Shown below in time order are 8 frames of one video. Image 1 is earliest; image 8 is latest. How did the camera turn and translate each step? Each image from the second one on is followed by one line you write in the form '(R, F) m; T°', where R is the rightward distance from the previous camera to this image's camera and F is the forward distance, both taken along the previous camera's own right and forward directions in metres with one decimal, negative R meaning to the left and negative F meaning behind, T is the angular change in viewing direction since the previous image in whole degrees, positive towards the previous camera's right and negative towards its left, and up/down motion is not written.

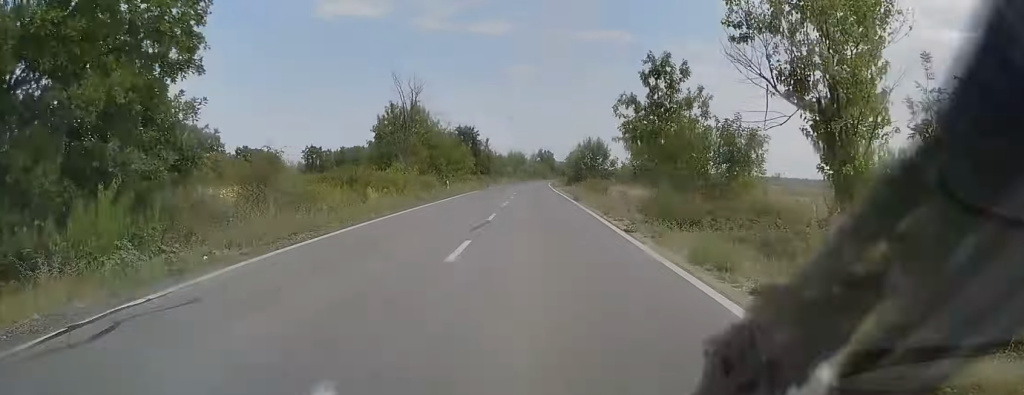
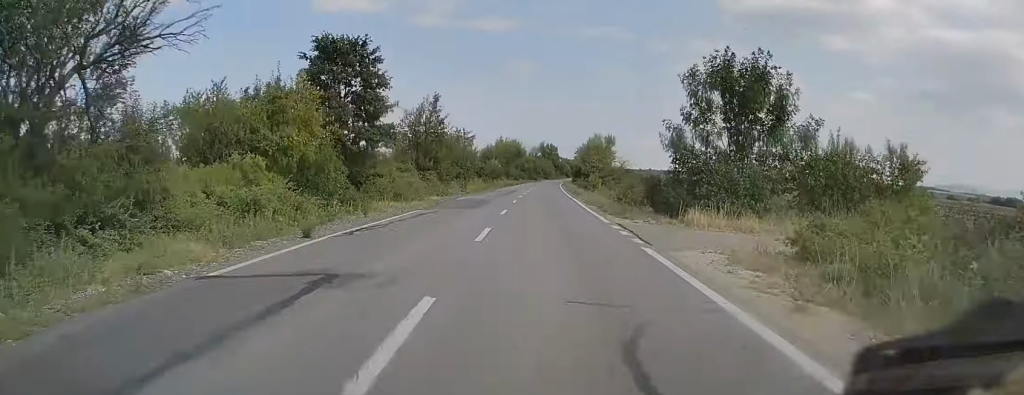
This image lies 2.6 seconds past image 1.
(+0.3, +60.1) m; 0°
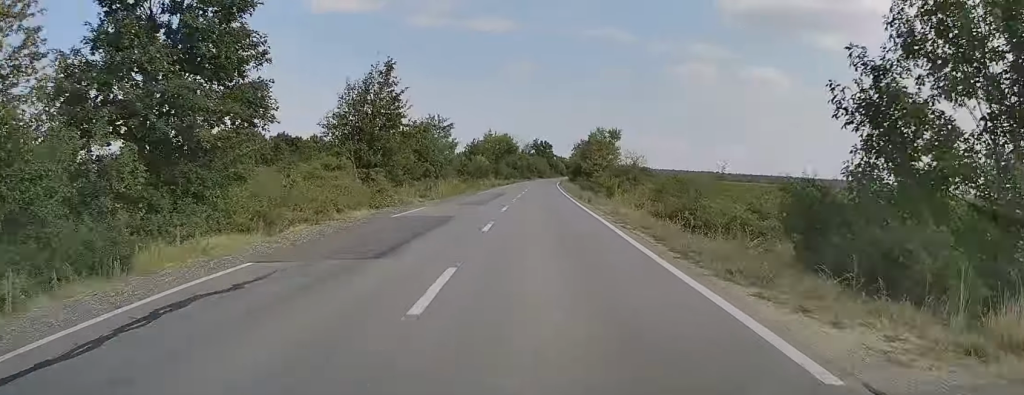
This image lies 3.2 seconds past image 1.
(0.0, +15.7) m; +1°
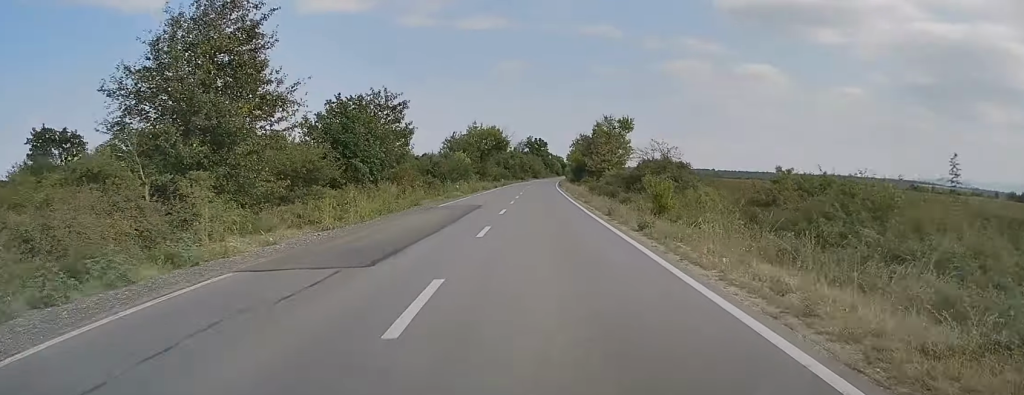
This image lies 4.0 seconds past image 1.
(+0.3, +19.0) m; +1°
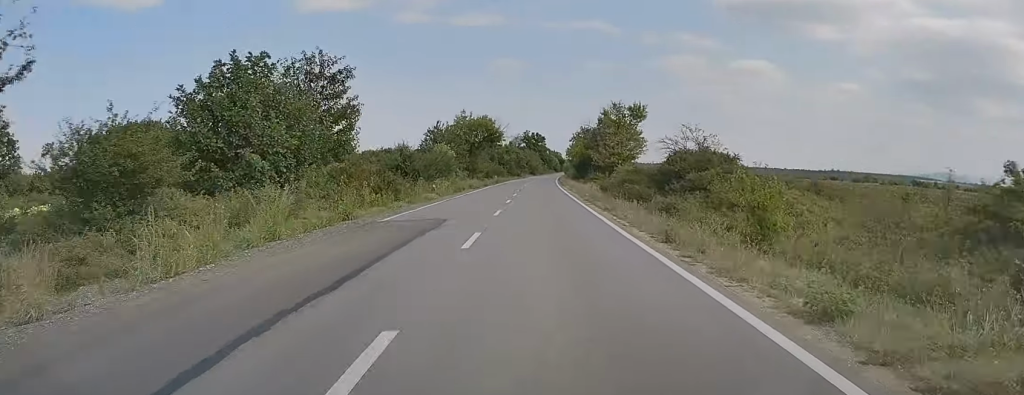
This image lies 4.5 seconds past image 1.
(+0.1, +11.9) m; 0°
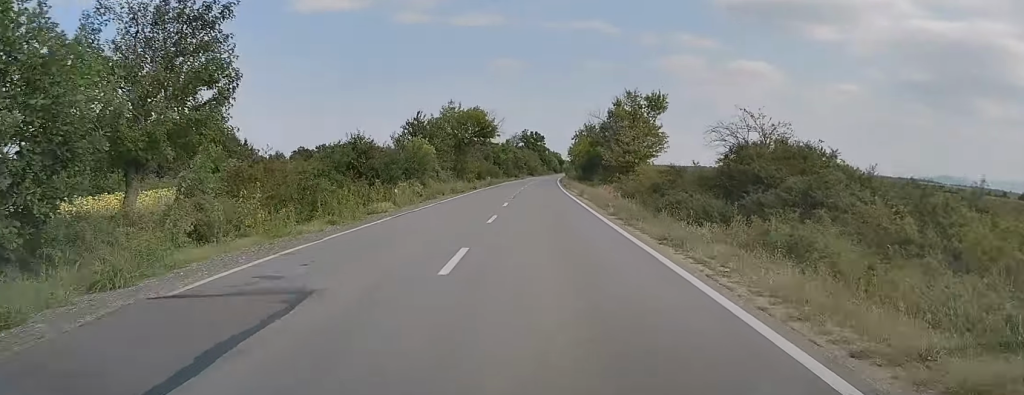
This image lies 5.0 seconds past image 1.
(0.0, +12.0) m; 0°
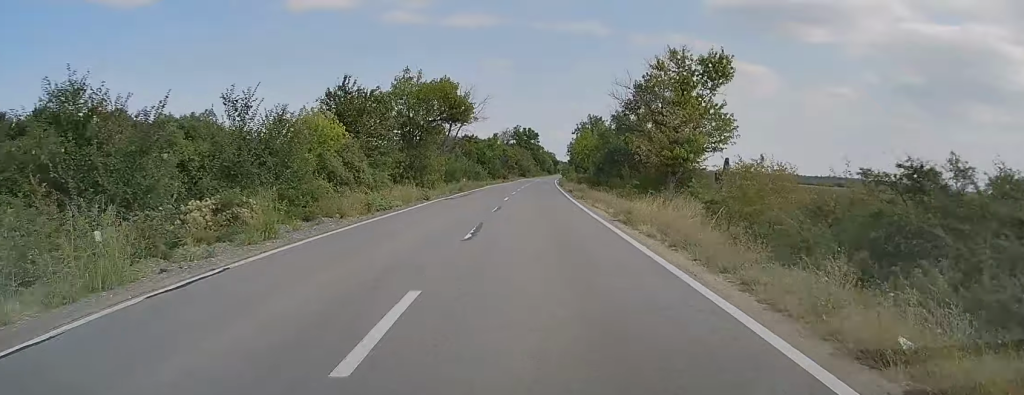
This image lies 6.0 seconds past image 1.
(0.0, +22.4) m; 0°
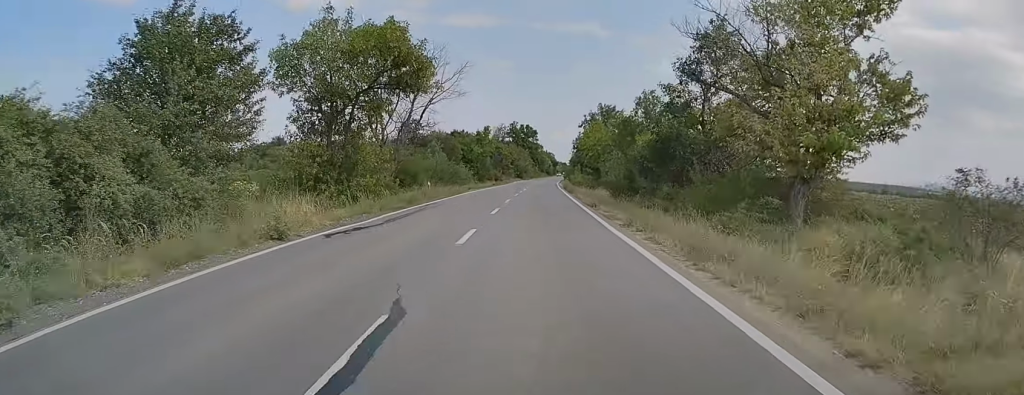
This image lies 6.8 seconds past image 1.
(0.0, +19.3) m; 0°
